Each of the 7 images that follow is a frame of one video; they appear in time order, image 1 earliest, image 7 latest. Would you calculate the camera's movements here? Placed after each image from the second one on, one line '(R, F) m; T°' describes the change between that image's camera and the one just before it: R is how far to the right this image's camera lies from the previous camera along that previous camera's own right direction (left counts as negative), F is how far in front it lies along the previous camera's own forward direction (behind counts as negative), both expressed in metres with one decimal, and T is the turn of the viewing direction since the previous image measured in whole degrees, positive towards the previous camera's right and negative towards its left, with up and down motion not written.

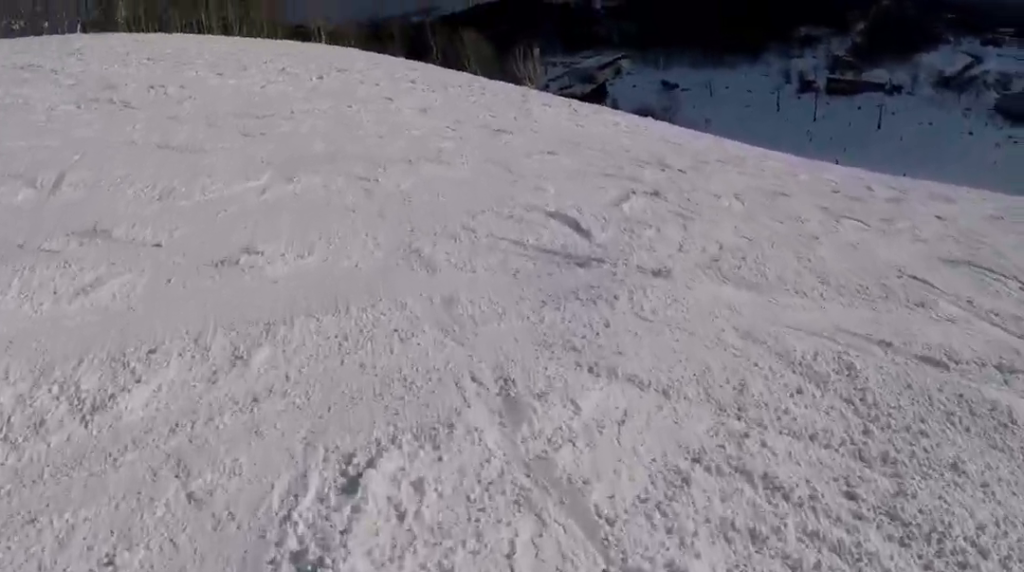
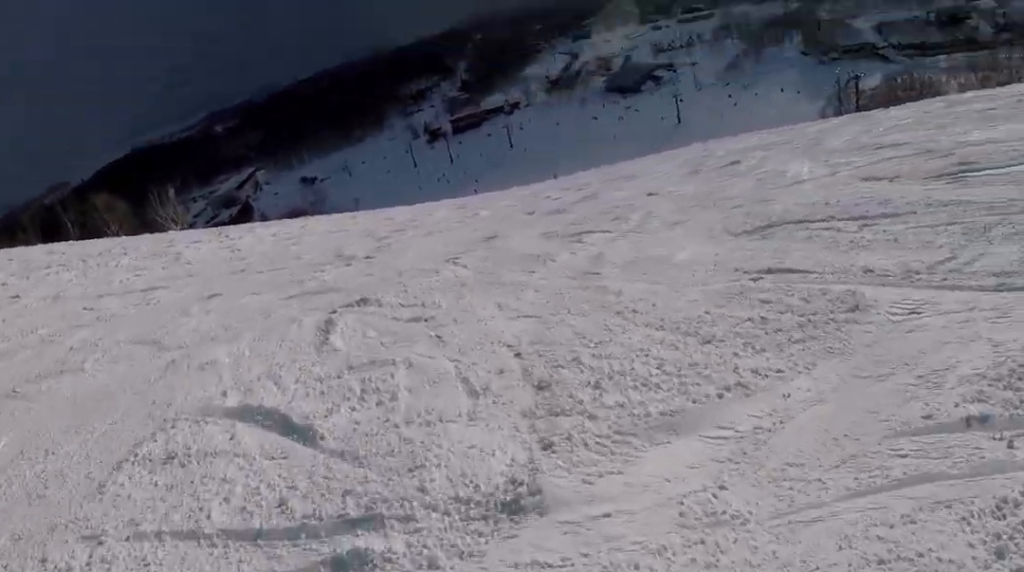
(+0.5, +3.4) m; +14°
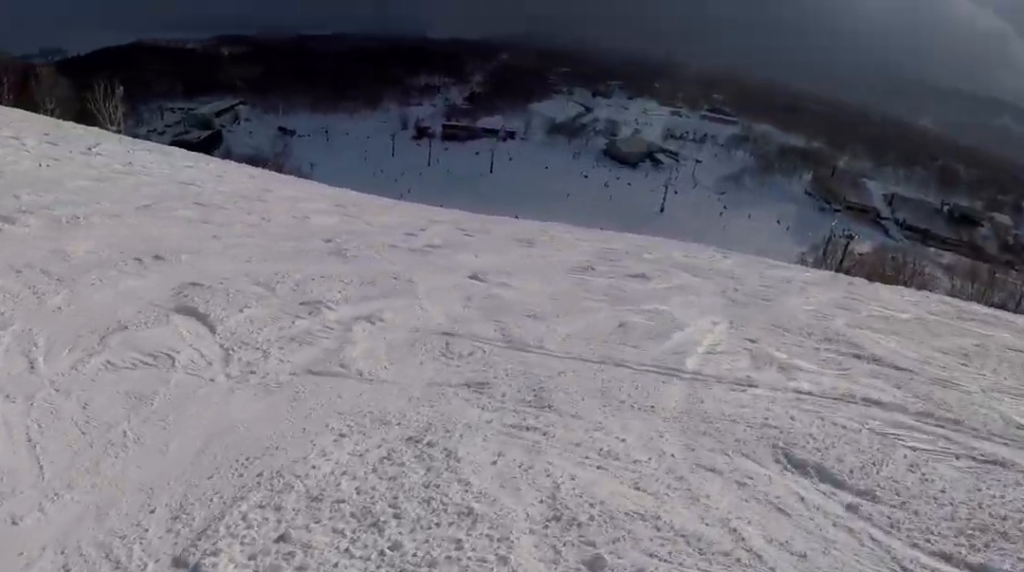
(+1.6, +8.7) m; -10°
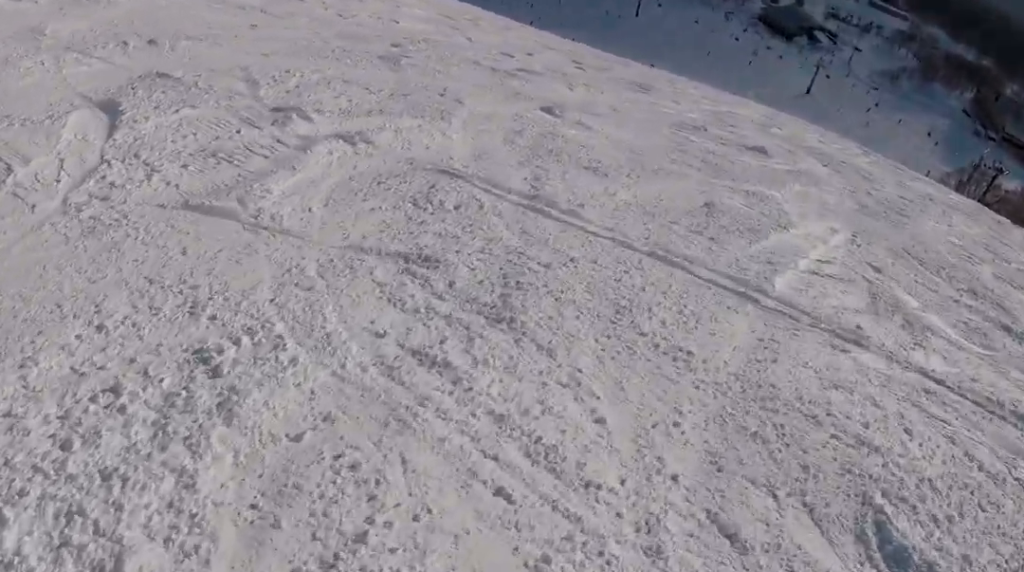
(-0.9, +1.9) m; -11°
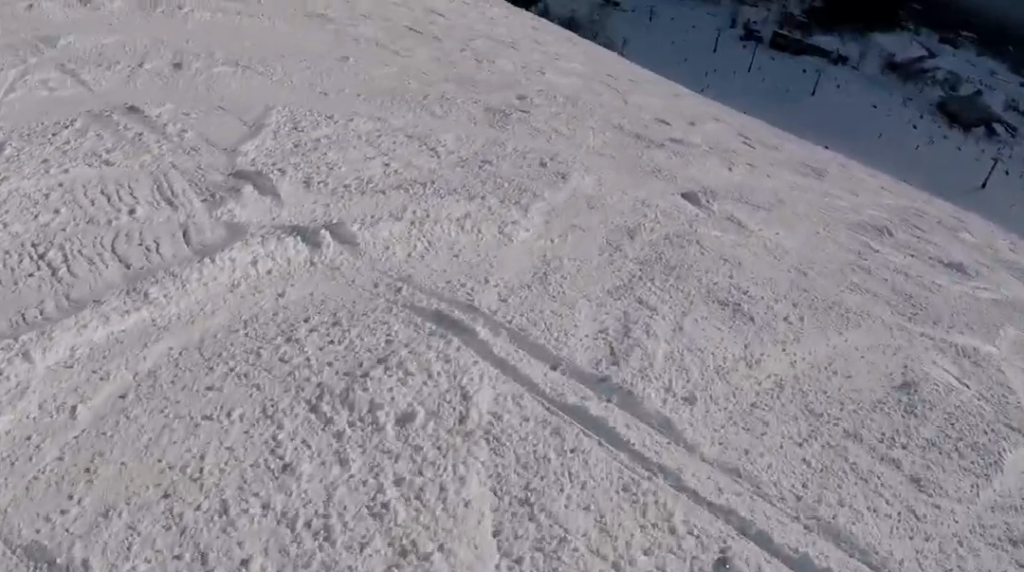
(-0.7, +2.6) m; -11°
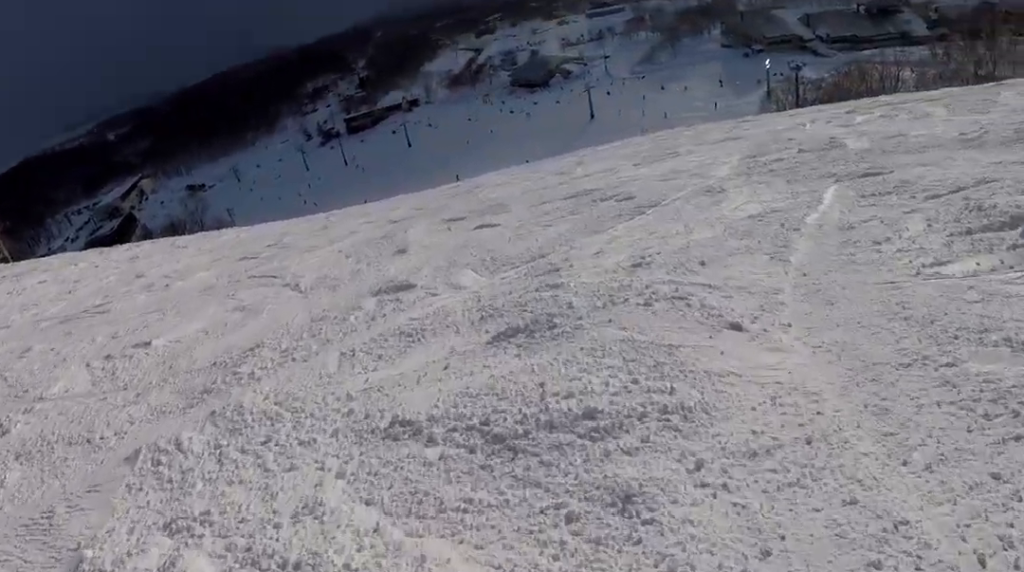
(+3.3, +6.8) m; +48°
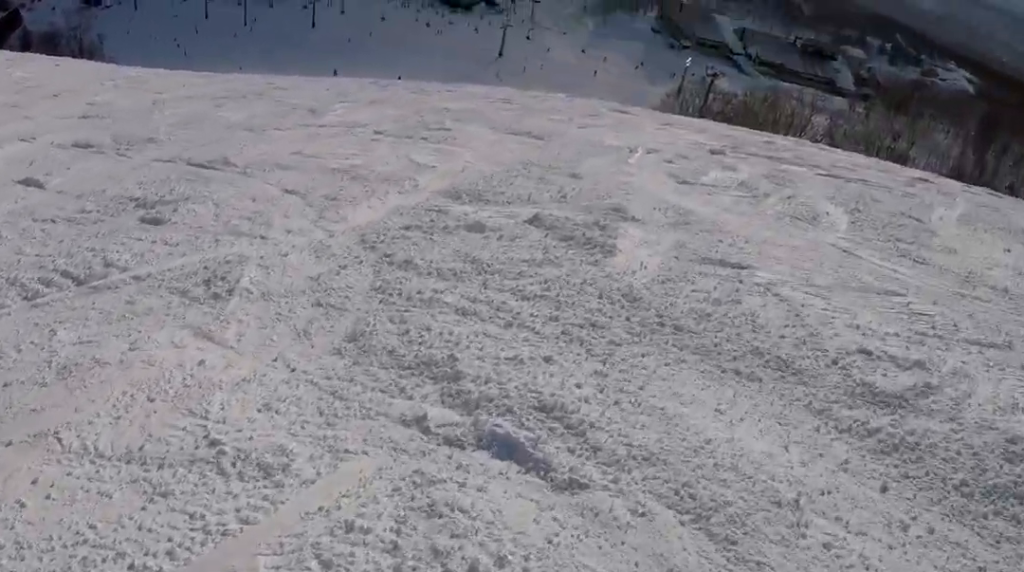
(+0.1, +7.1) m; -18°
